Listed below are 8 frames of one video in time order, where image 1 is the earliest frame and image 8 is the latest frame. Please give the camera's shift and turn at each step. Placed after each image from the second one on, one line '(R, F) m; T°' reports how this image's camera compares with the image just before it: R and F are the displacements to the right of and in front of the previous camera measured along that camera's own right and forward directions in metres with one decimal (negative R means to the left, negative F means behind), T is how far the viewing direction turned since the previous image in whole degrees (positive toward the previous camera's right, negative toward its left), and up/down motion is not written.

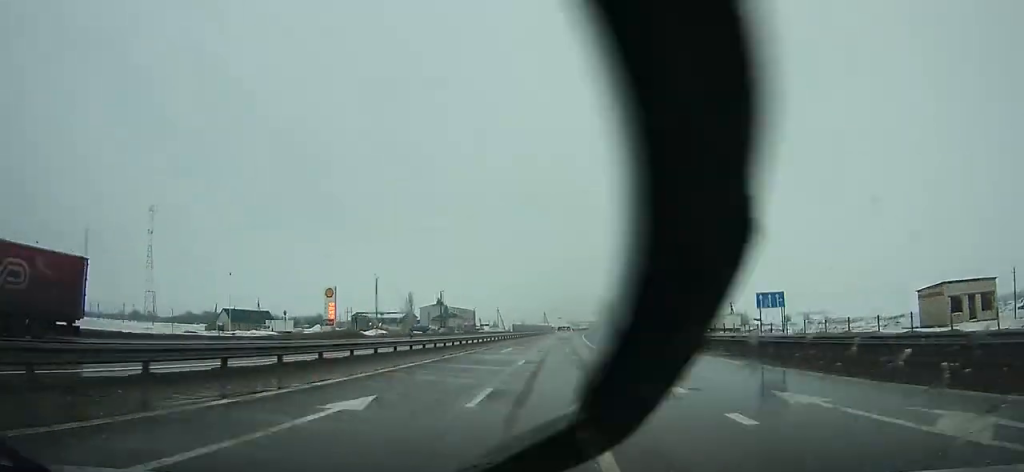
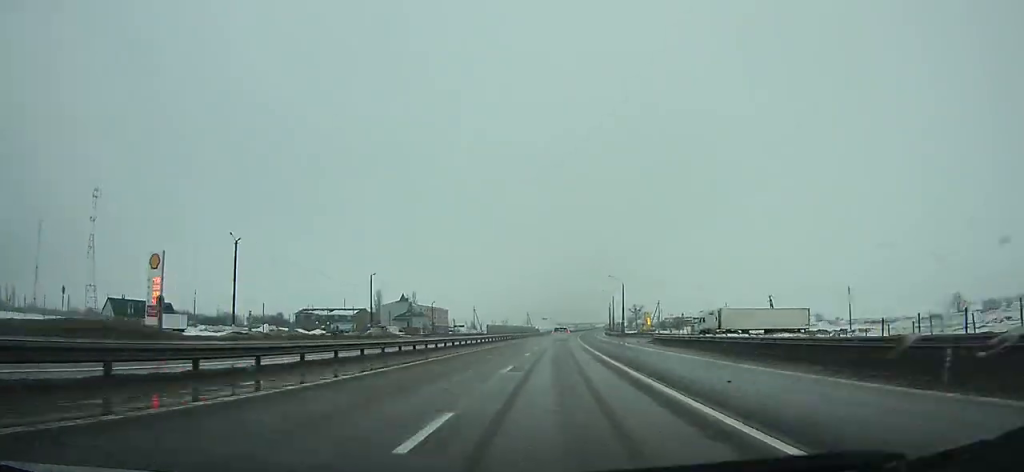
(+1.4, +47.4) m; 0°
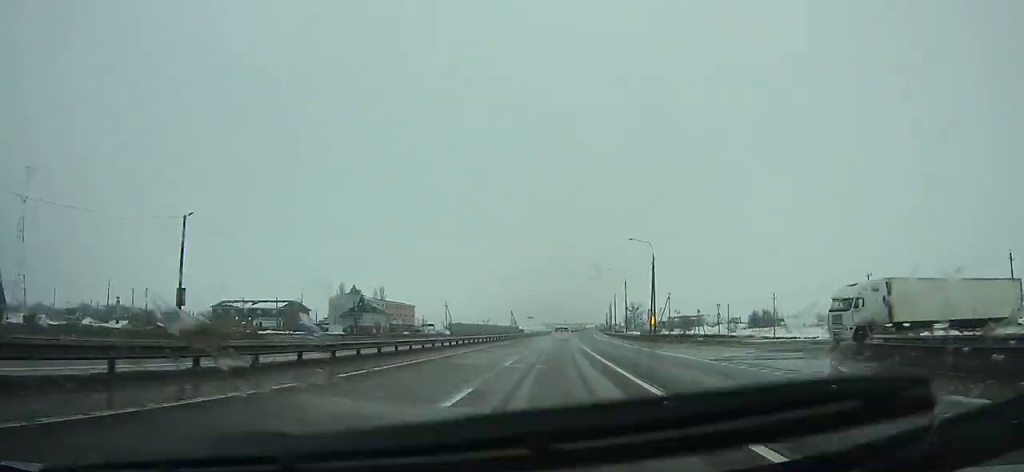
(-0.5, +43.2) m; -5°
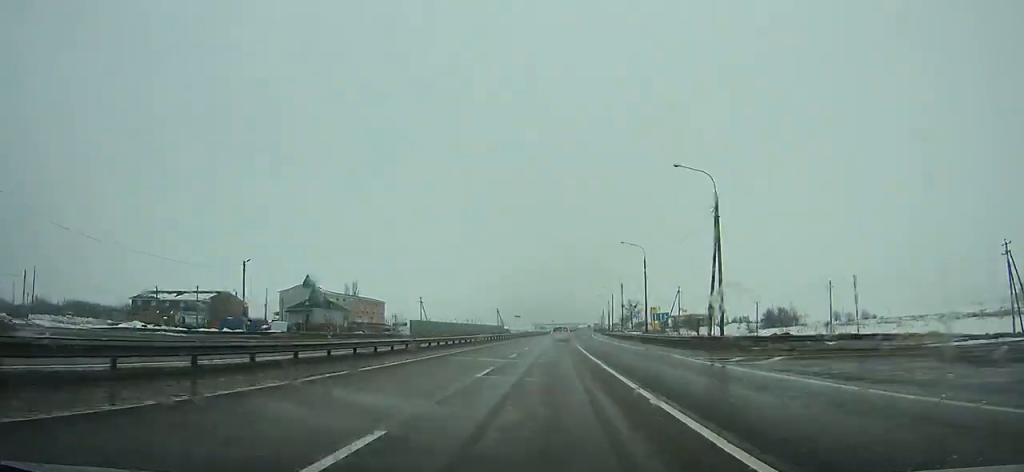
(+0.3, +27.3) m; -3°
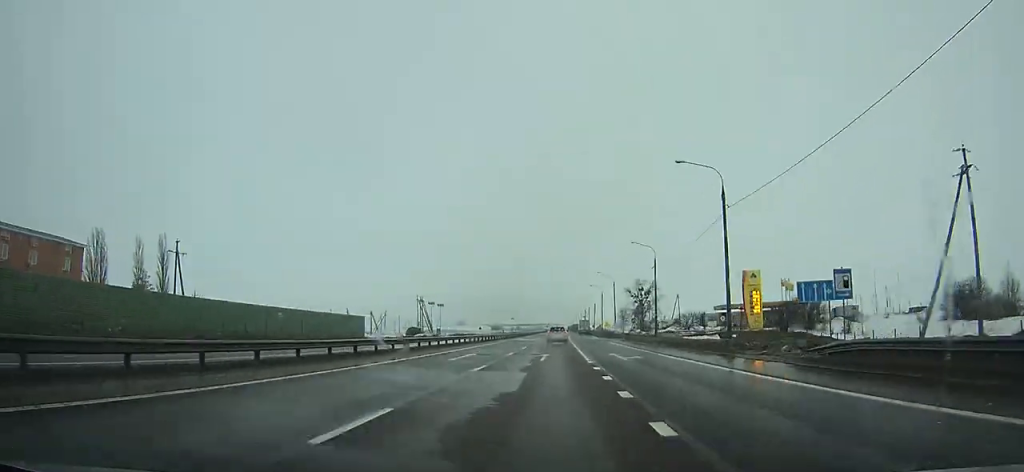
(-9.3, +102.8) m; +1°
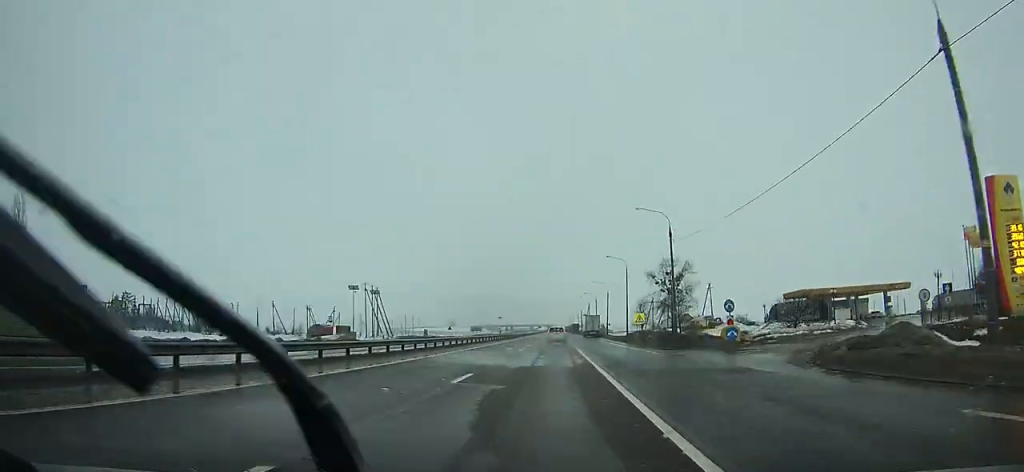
(+3.3, +43.0) m; +4°
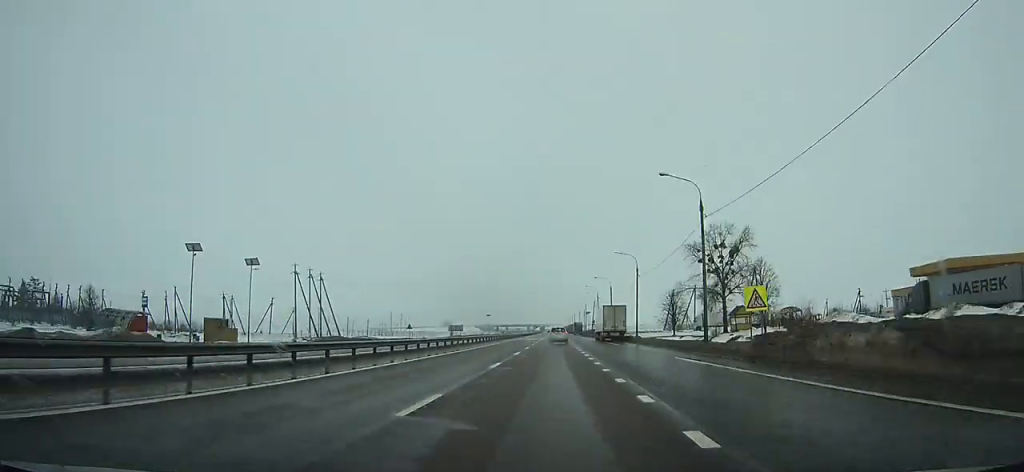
(+1.1, +36.8) m; +2°
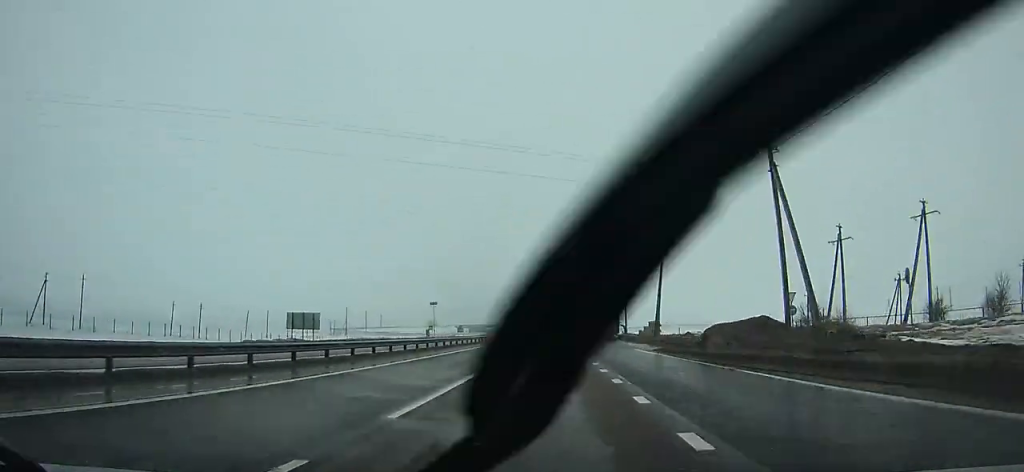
(0.0, +103.2) m; 0°
